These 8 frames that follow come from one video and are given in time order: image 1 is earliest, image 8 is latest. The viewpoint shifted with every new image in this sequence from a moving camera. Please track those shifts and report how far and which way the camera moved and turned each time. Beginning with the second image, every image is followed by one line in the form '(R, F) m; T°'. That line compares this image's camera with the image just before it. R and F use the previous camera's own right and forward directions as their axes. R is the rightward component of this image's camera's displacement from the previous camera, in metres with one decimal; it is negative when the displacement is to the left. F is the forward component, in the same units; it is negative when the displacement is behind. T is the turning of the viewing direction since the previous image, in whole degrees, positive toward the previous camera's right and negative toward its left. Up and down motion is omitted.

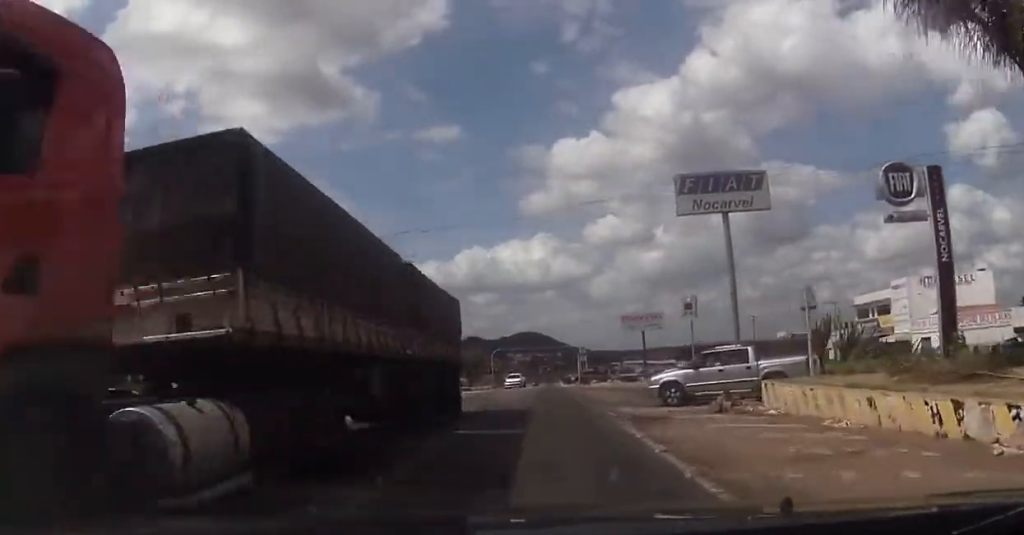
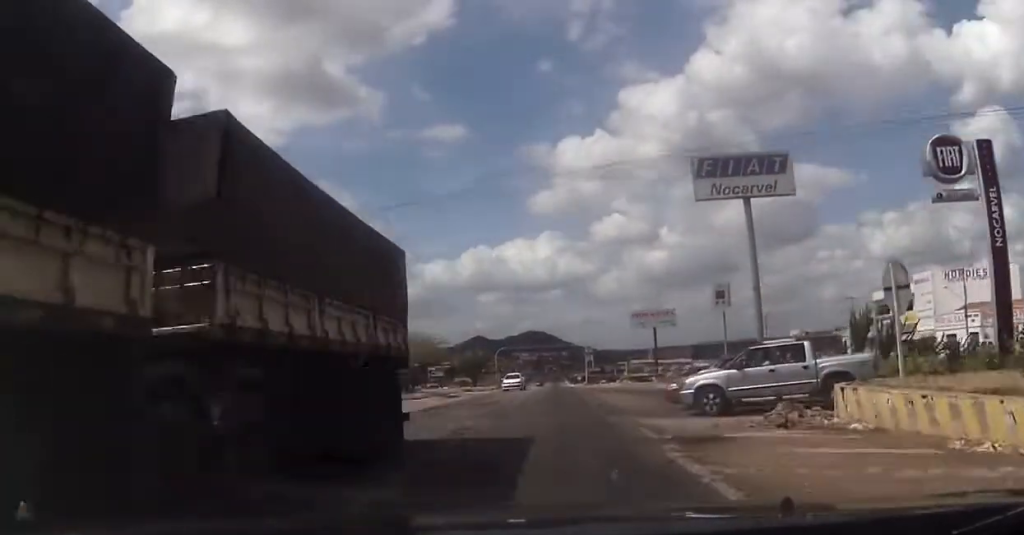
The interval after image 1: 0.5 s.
(0.0, +4.0) m; 0°
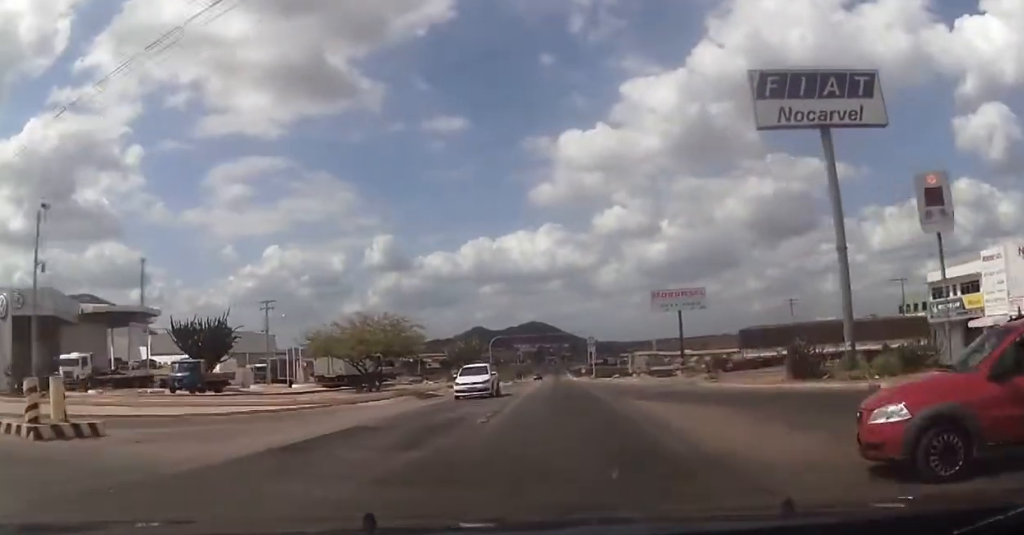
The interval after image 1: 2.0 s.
(0.0, +12.8) m; +1°
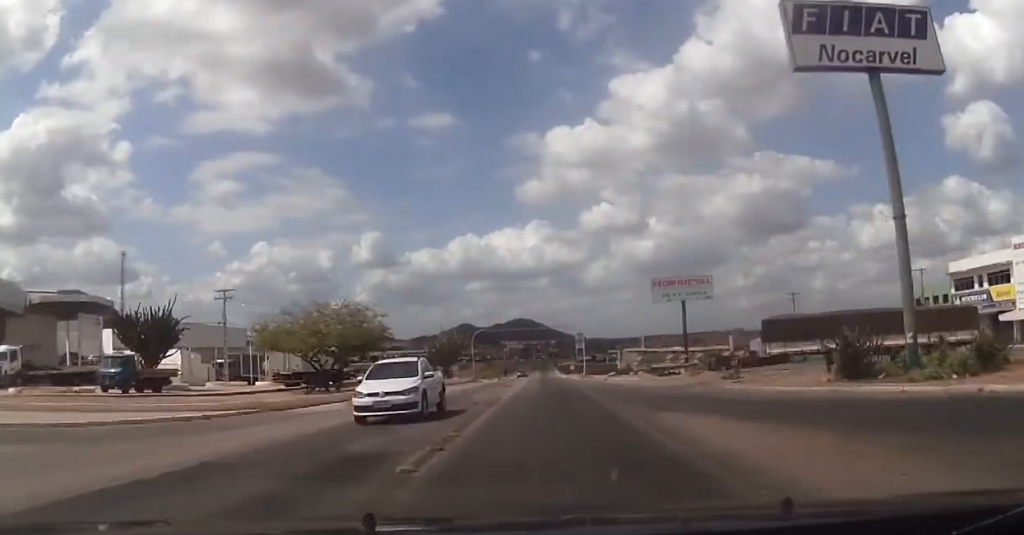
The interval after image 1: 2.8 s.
(+0.1, +6.6) m; -2°
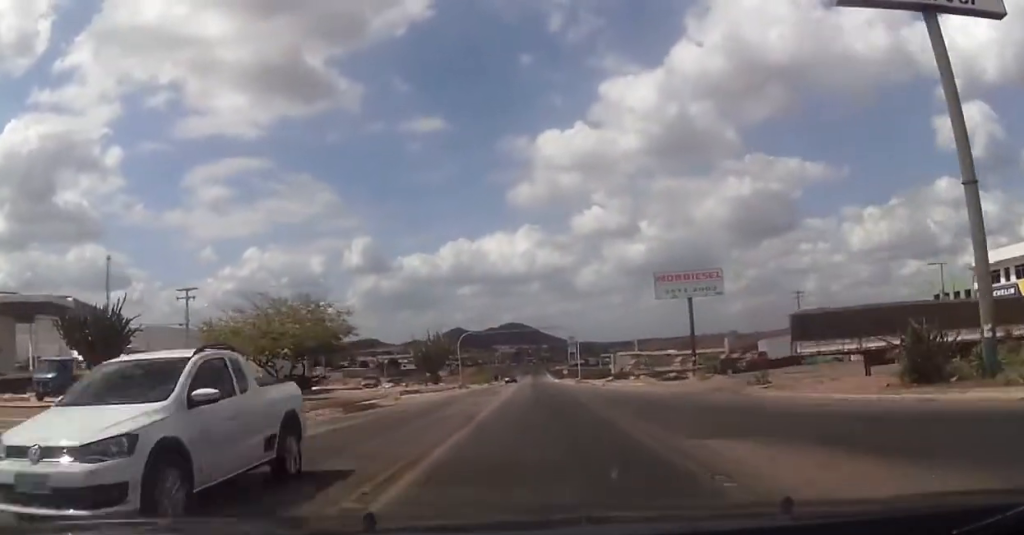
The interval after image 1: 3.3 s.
(0.0, +5.3) m; -1°
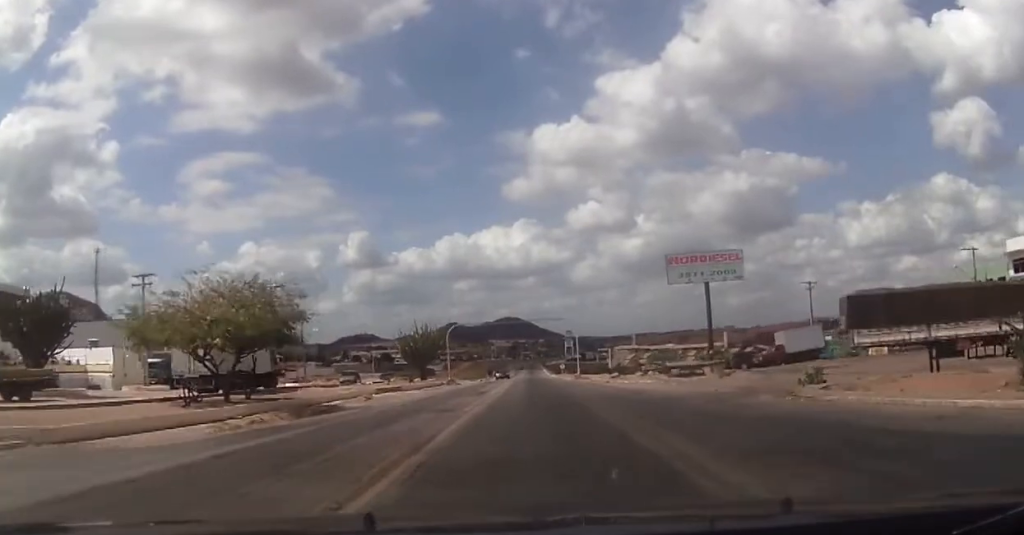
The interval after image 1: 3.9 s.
(-0.3, +5.8) m; -1°
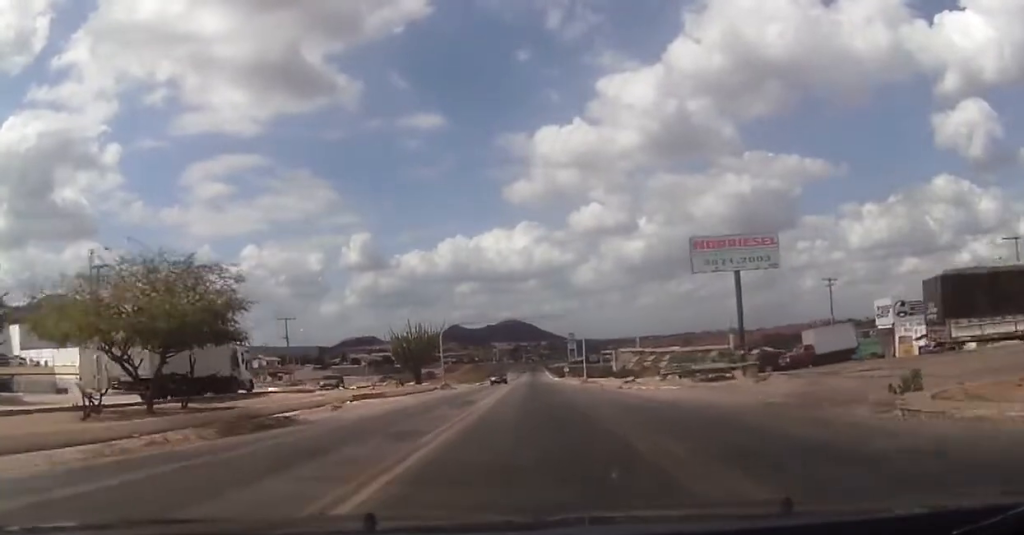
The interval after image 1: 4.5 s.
(0.0, +5.9) m; +1°
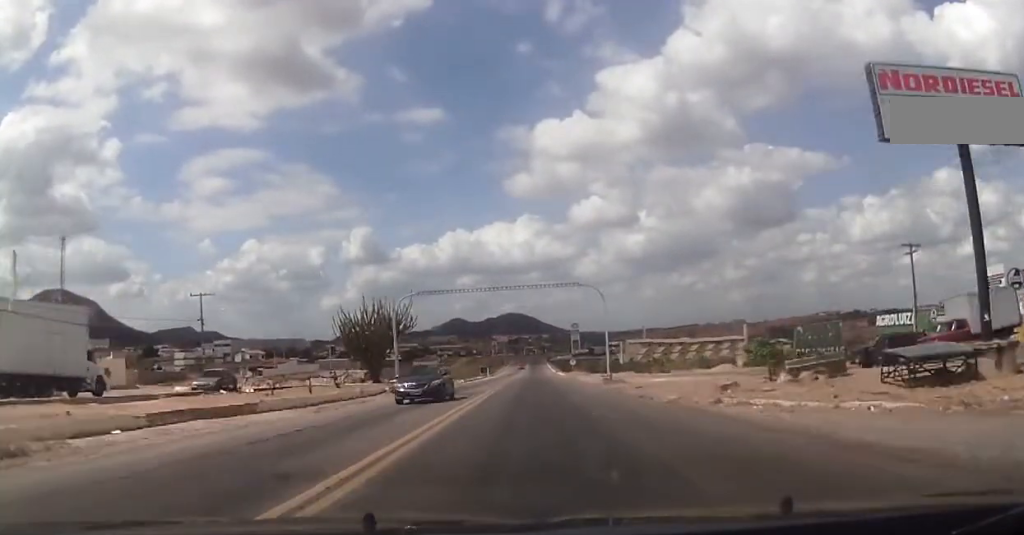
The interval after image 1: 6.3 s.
(+0.5, +20.2) m; +3°
